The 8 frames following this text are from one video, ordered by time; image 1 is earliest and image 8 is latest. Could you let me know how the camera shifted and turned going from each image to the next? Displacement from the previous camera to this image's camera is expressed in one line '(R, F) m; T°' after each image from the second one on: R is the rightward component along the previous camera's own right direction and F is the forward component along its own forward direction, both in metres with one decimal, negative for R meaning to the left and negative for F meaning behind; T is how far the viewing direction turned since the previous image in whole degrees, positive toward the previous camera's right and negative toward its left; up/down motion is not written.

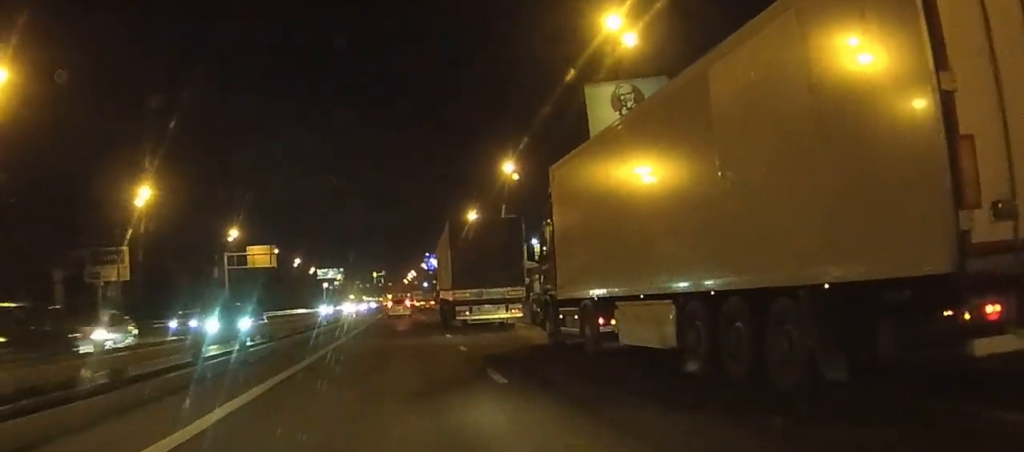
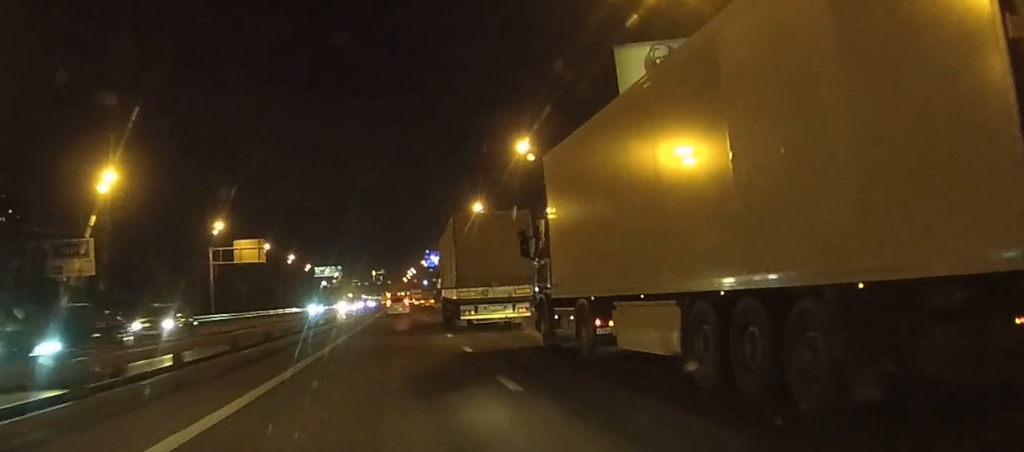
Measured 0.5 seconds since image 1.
(0.0, +9.1) m; 0°
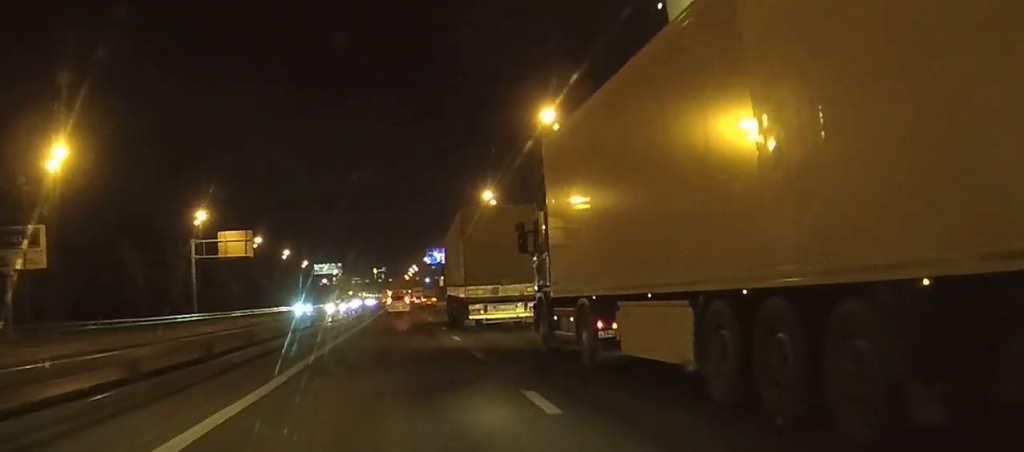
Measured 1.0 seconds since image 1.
(+0.1, +10.4) m; 0°
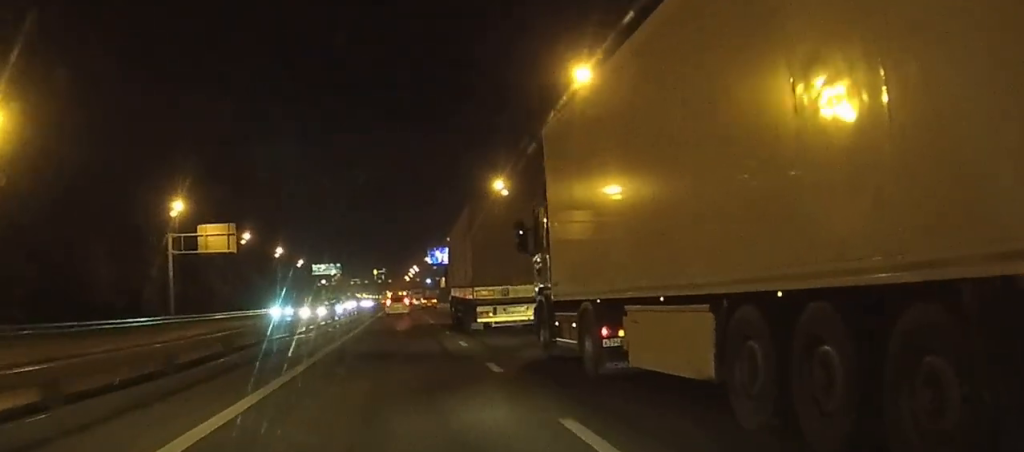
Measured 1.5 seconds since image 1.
(0.0, +10.4) m; 0°
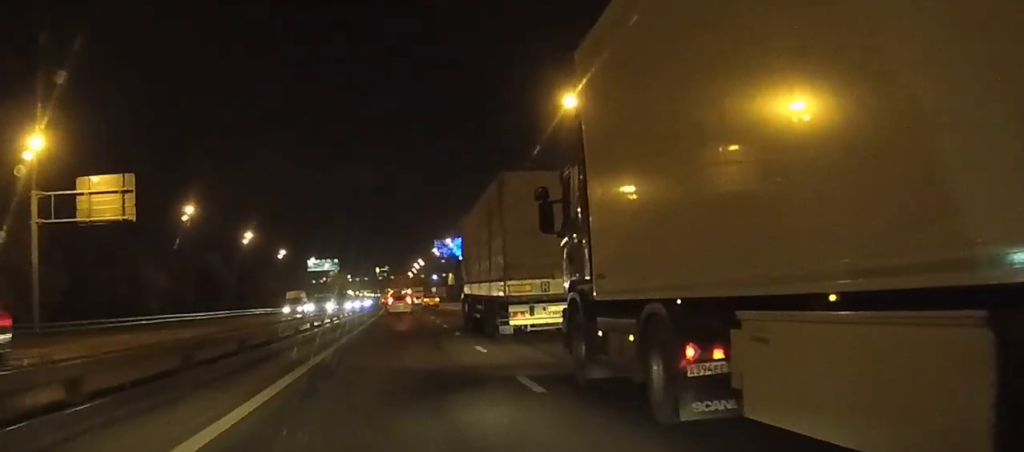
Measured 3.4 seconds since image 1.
(-0.2, +35.6) m; 0°
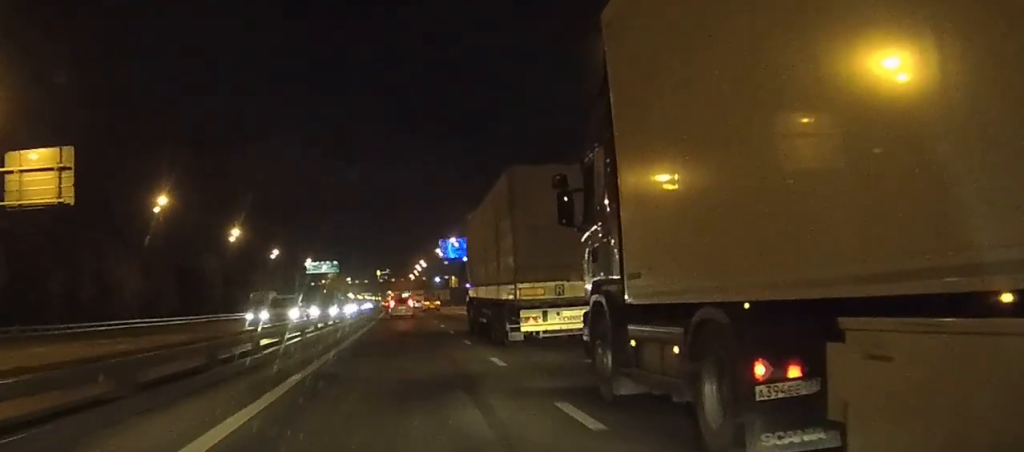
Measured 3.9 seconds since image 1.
(0.0, +11.0) m; 0°
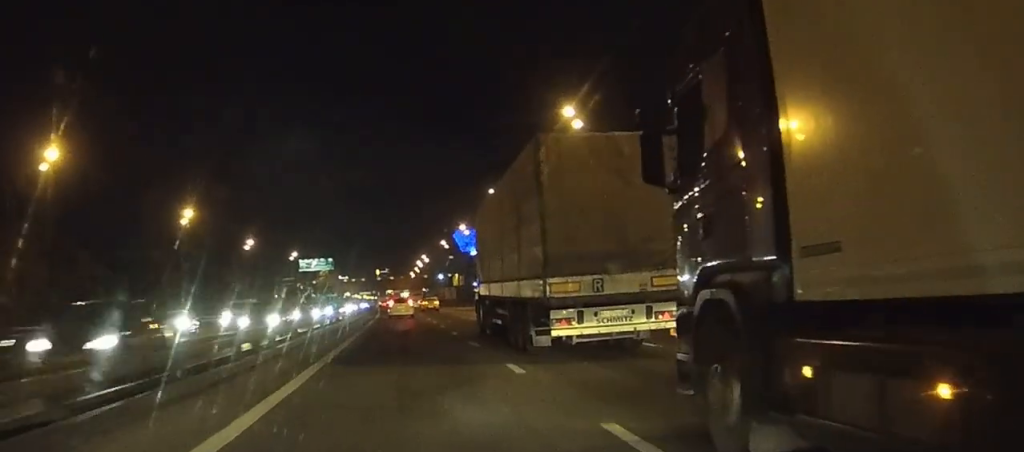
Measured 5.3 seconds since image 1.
(0.0, +25.9) m; -1°
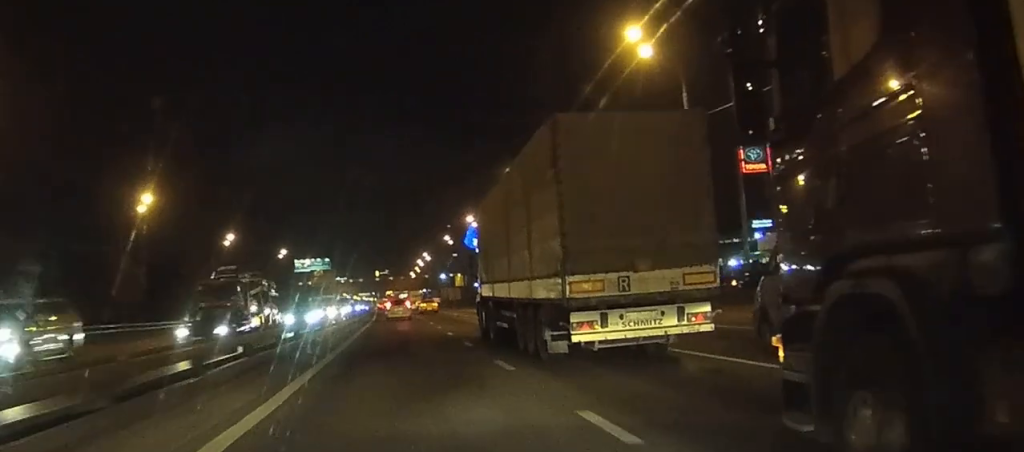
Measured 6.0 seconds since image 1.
(-0.1, +14.9) m; 0°
